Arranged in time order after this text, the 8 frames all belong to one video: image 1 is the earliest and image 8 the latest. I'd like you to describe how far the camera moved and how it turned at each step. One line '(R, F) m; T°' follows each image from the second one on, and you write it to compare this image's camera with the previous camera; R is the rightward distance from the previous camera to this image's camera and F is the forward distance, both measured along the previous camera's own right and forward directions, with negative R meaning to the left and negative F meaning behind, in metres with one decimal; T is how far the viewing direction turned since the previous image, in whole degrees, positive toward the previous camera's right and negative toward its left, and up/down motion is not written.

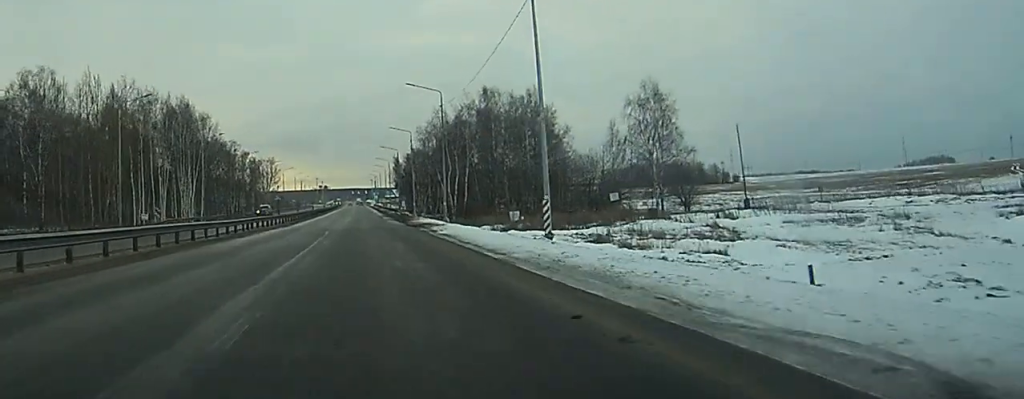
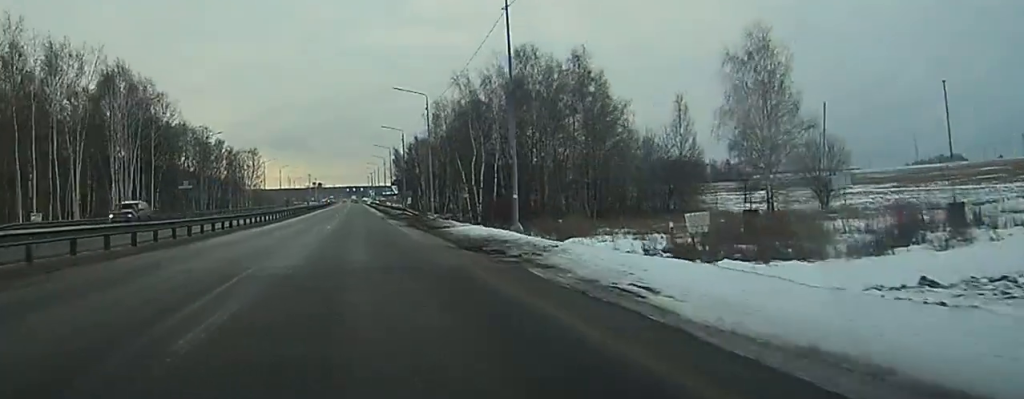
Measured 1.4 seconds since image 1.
(-0.4, +33.6) m; 0°
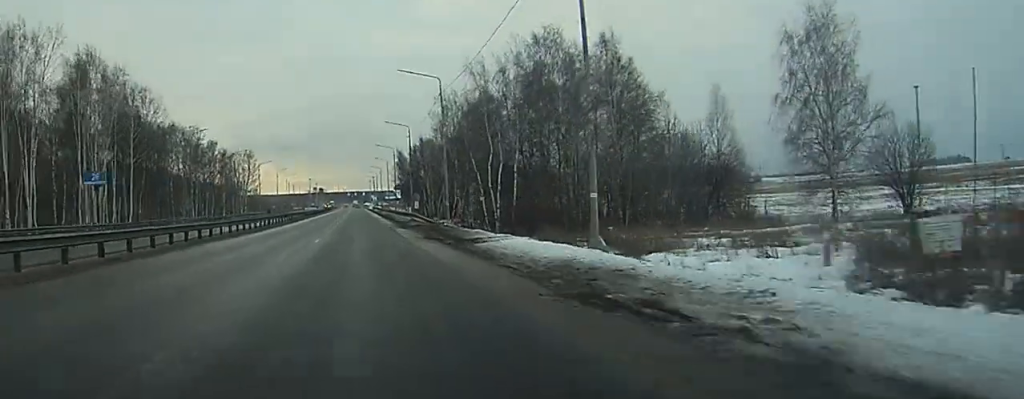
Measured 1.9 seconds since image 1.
(0.0, +11.5) m; 0°
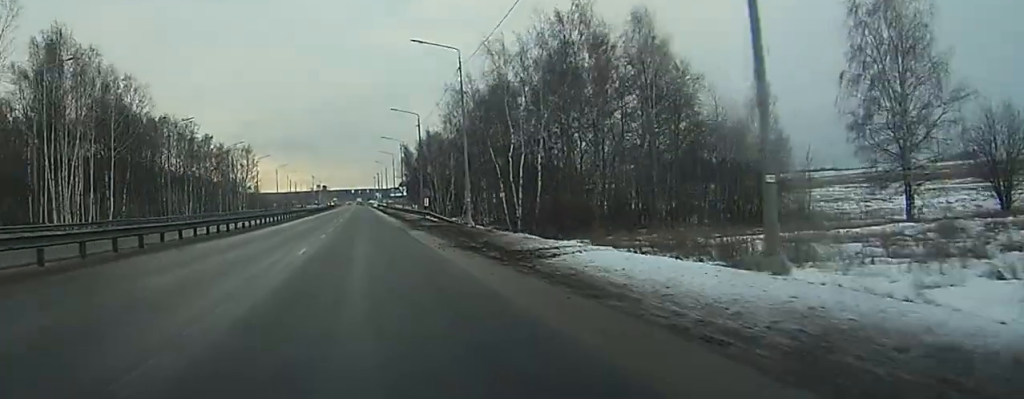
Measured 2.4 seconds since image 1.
(0.0, +9.7) m; 0°
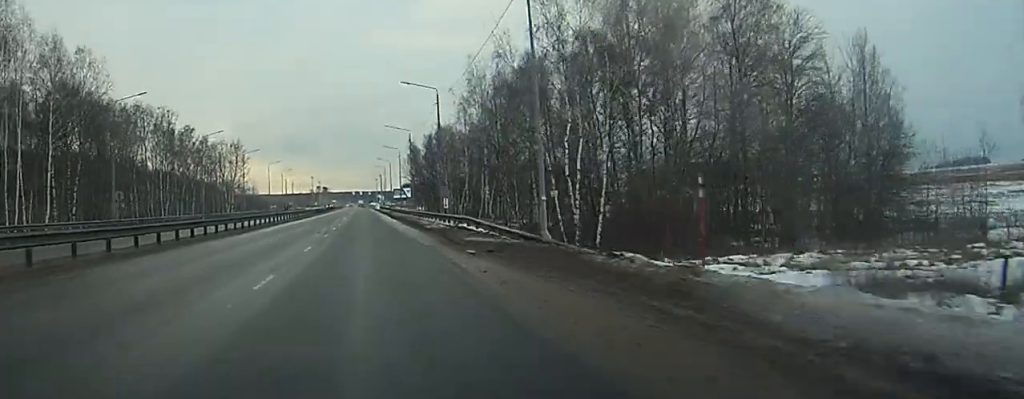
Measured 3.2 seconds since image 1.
(0.0, +19.2) m; 0°
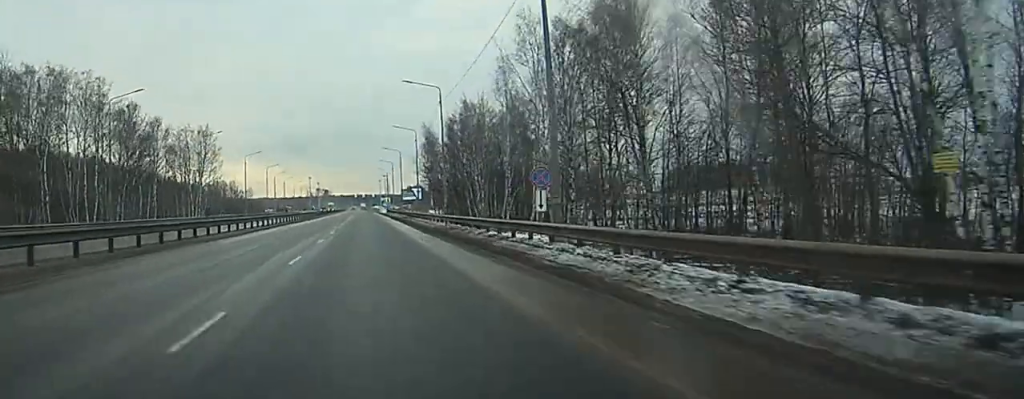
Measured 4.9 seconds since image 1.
(+0.7, +36.4) m; 0°
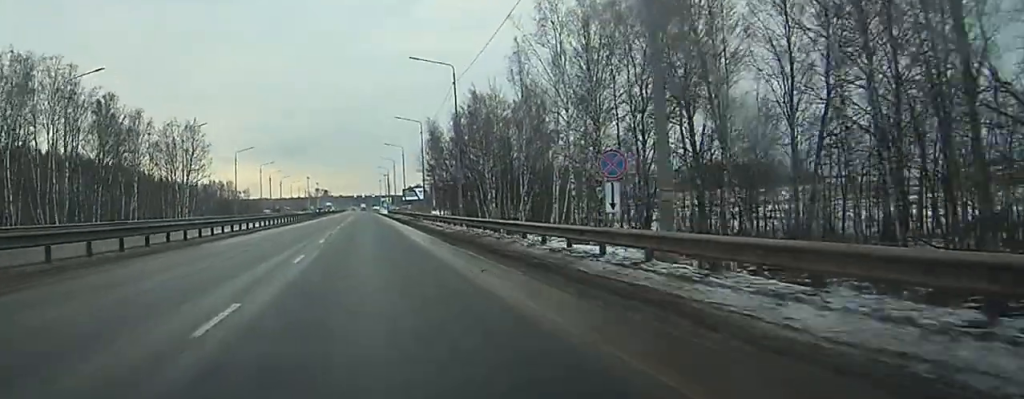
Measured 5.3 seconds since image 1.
(-0.3, +11.3) m; -1°
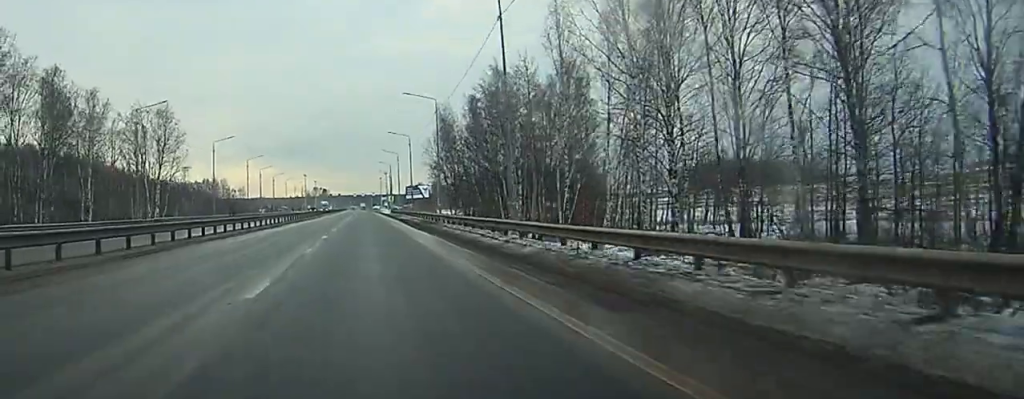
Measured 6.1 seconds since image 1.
(-0.4, +21.7) m; -2°
